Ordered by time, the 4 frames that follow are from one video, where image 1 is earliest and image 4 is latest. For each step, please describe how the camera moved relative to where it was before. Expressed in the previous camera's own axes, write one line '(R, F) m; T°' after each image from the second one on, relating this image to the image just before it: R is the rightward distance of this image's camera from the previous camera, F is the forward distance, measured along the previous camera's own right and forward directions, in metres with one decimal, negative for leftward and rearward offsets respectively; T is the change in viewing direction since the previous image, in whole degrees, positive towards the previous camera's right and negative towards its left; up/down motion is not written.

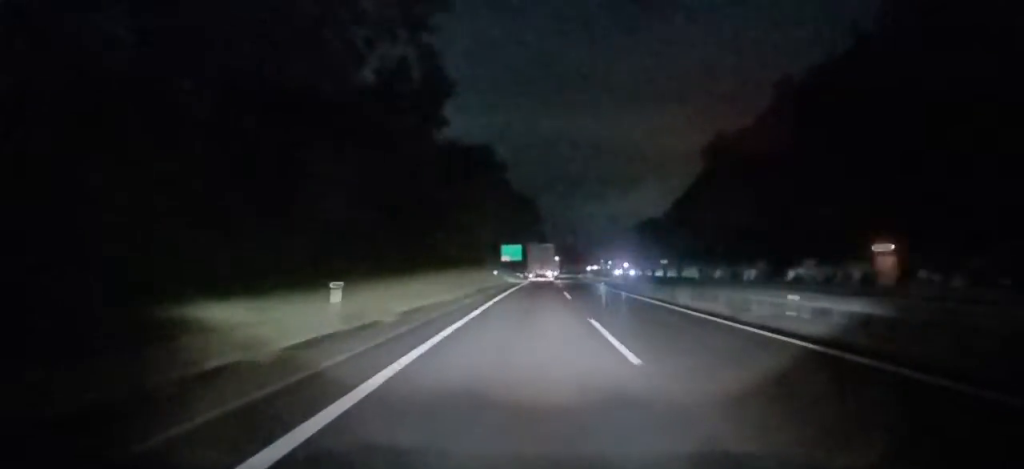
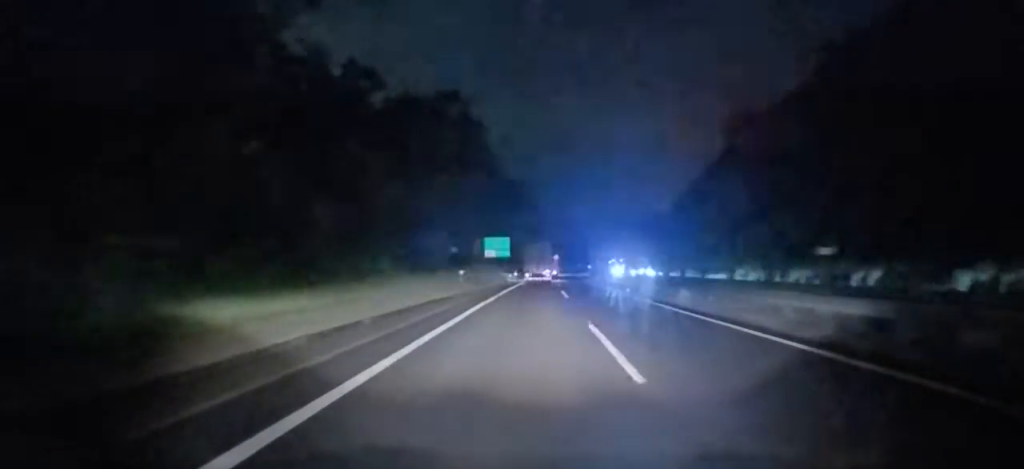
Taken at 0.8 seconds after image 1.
(+0.3, +21.4) m; -3°
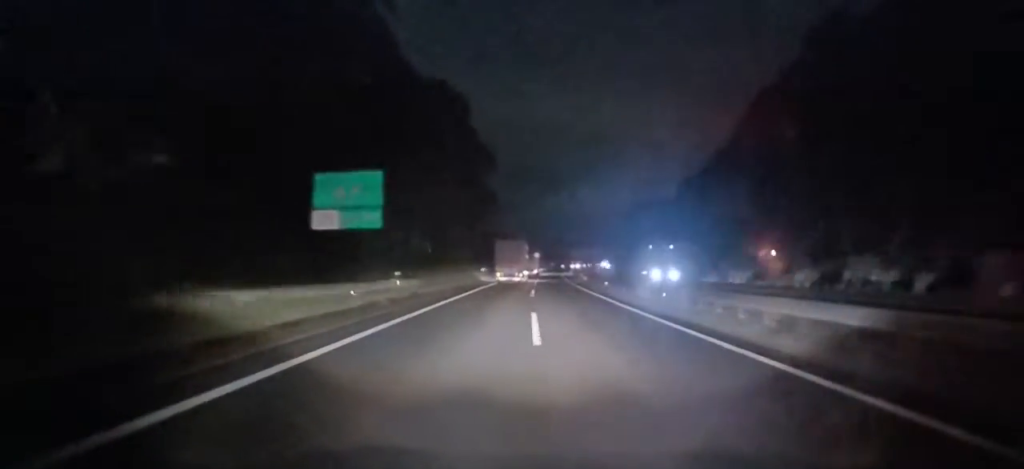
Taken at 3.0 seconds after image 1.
(-4.0, +55.3) m; +1°
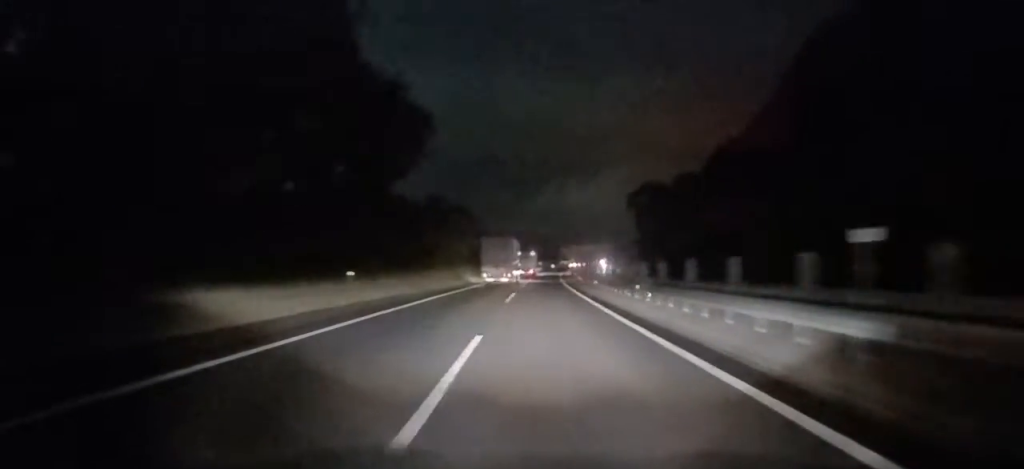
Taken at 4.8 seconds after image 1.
(+4.2, +45.9) m; +4°
